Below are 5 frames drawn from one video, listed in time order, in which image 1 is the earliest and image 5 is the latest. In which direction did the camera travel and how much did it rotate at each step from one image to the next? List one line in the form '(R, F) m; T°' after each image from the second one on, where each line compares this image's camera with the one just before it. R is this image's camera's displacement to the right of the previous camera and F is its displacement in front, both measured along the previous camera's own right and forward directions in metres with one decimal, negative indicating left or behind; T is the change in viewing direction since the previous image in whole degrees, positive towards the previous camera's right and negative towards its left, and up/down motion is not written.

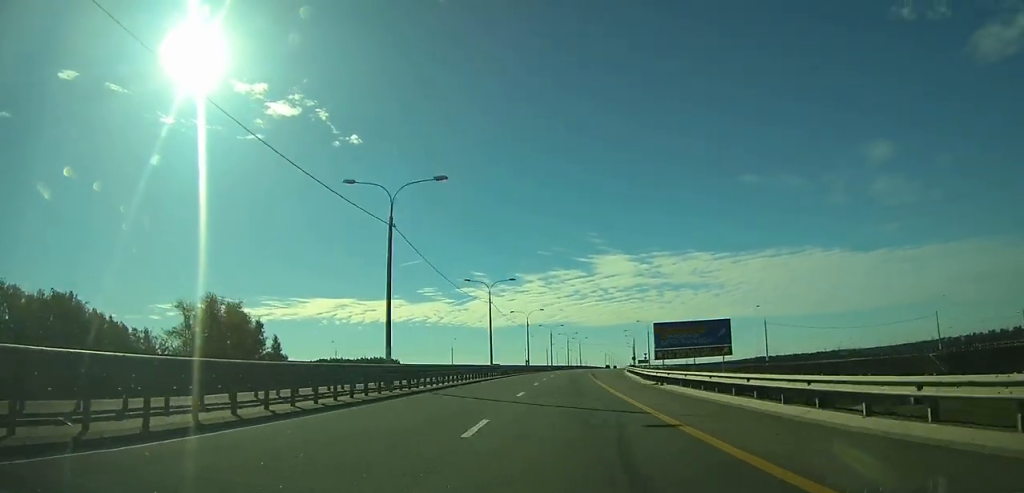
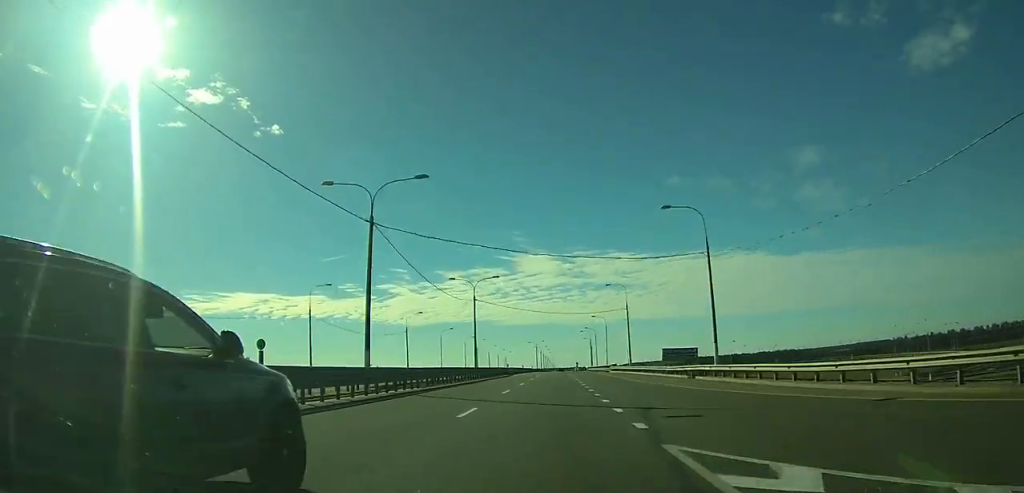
(+9.4, +139.5) m; +7°
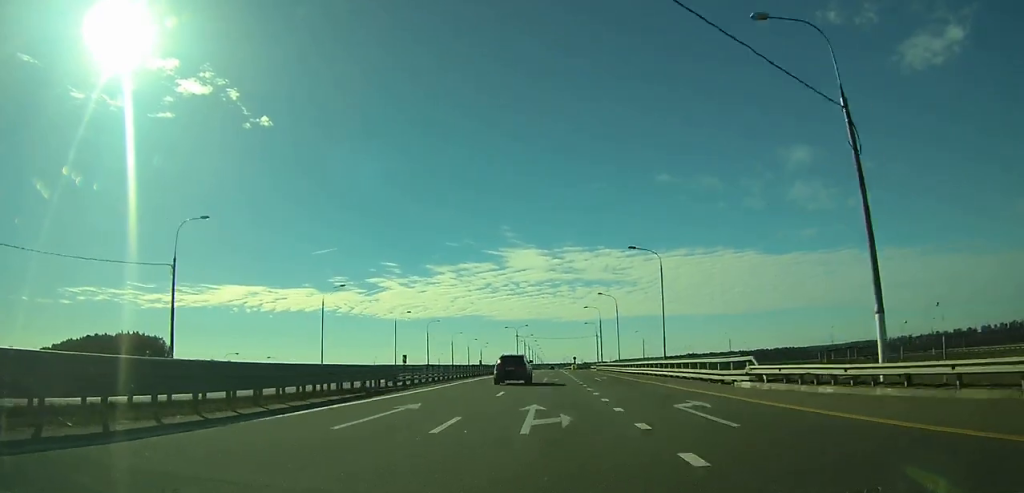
(+1.2, +62.3) m; +2°
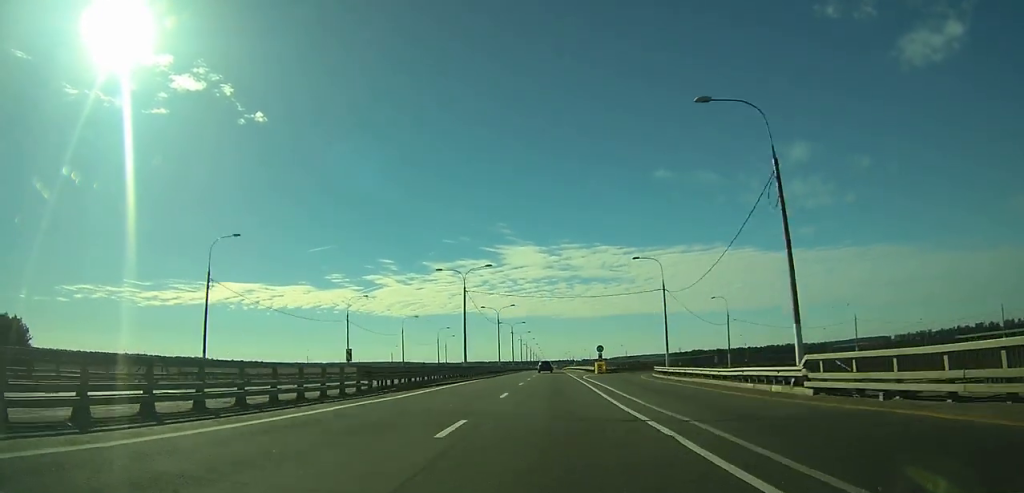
(+0.5, +84.0) m; 0°
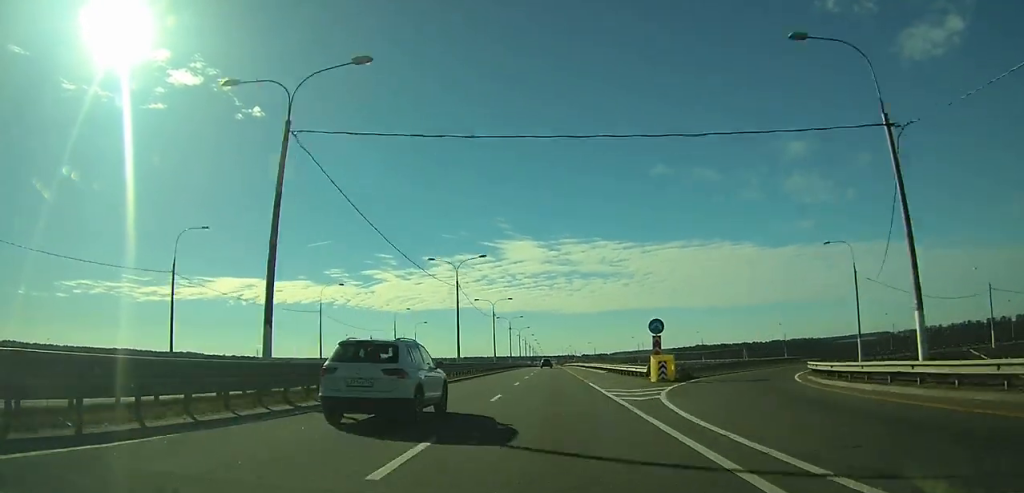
(0.0, +39.6) m; 0°
